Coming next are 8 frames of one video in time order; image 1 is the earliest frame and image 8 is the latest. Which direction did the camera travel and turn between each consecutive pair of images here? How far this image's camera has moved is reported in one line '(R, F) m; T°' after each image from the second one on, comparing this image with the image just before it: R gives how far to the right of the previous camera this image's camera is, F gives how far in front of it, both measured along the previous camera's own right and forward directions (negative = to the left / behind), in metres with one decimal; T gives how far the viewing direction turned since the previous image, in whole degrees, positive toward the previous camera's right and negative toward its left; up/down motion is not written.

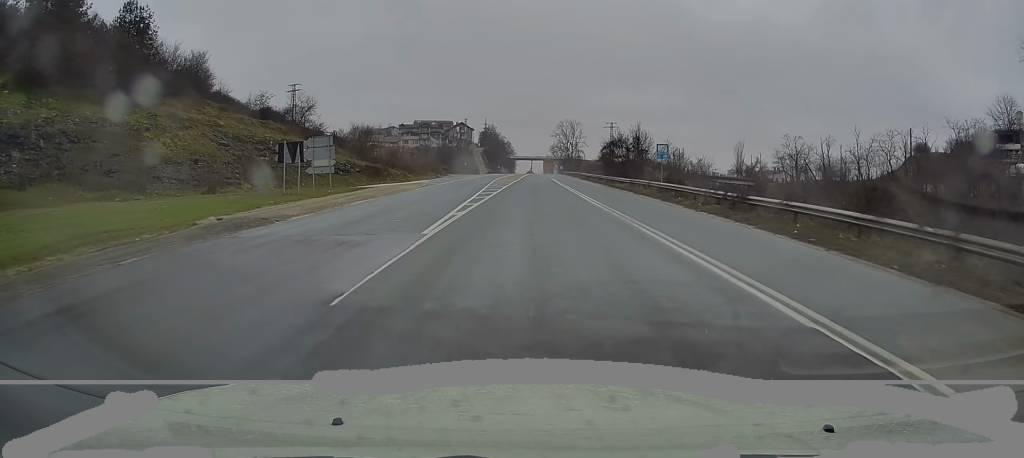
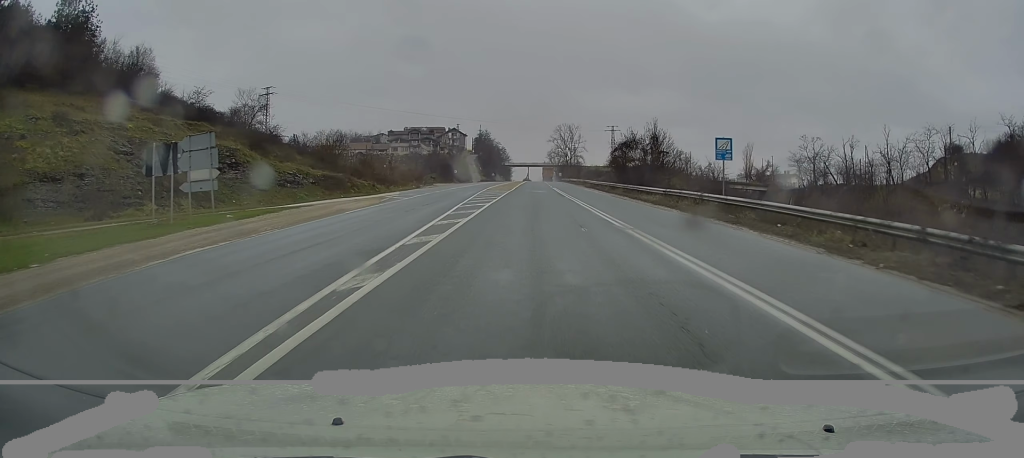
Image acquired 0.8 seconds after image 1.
(0.0, +12.7) m; 0°
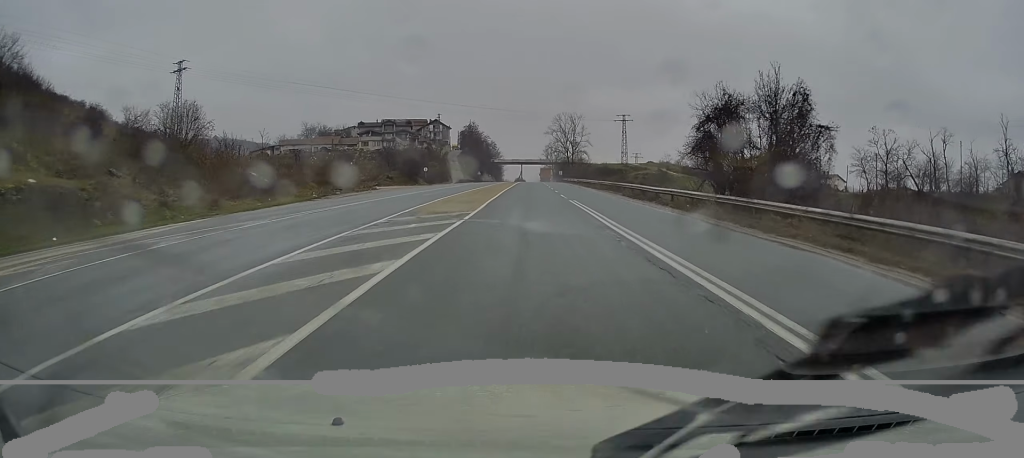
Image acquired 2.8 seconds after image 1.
(+0.1, +33.8) m; +1°
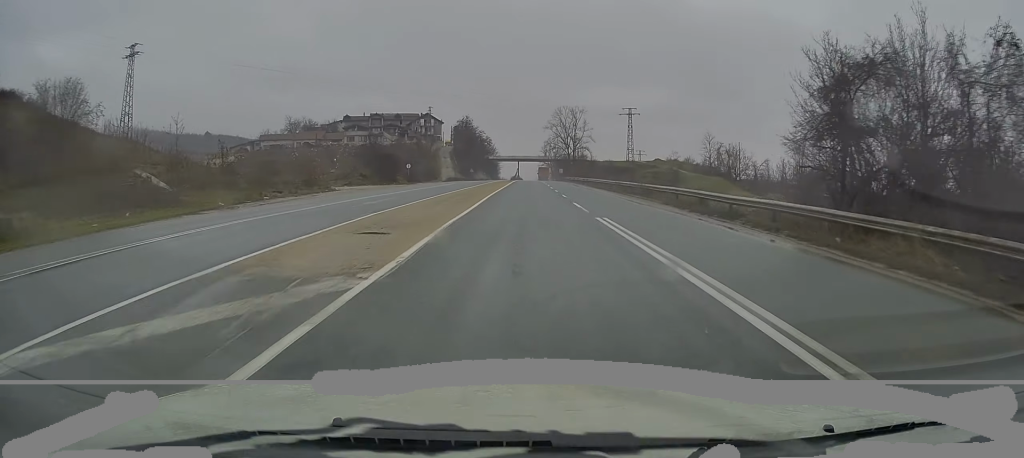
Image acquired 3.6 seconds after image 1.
(+0.1, +13.4) m; +1°
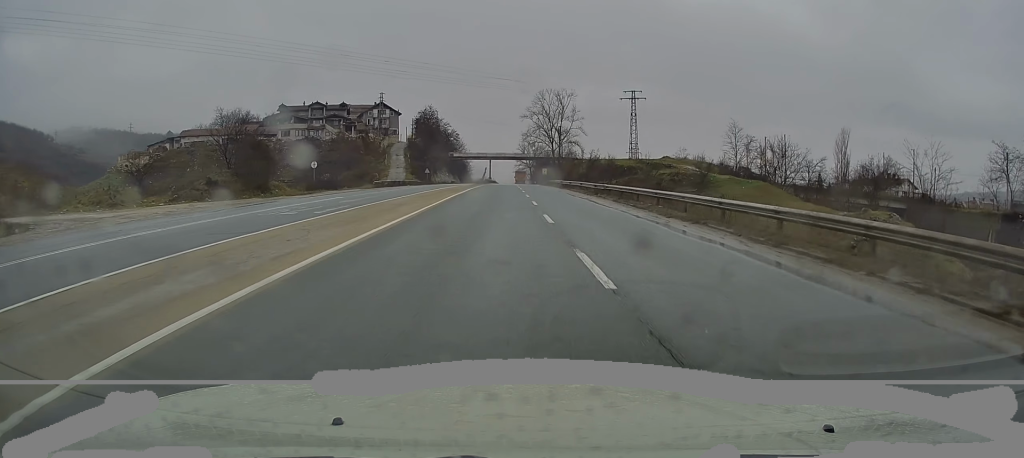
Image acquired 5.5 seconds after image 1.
(+0.5, +34.4) m; +2°
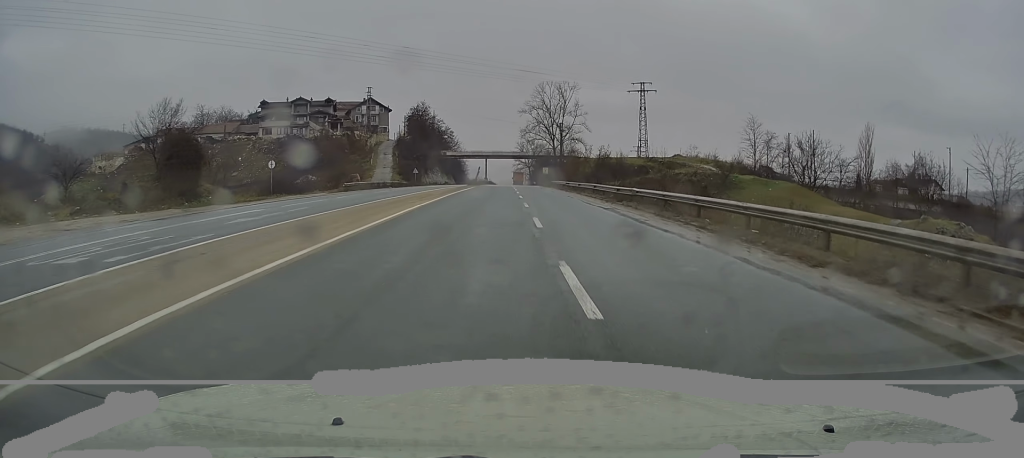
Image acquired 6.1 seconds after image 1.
(0.0, +10.6) m; 0°
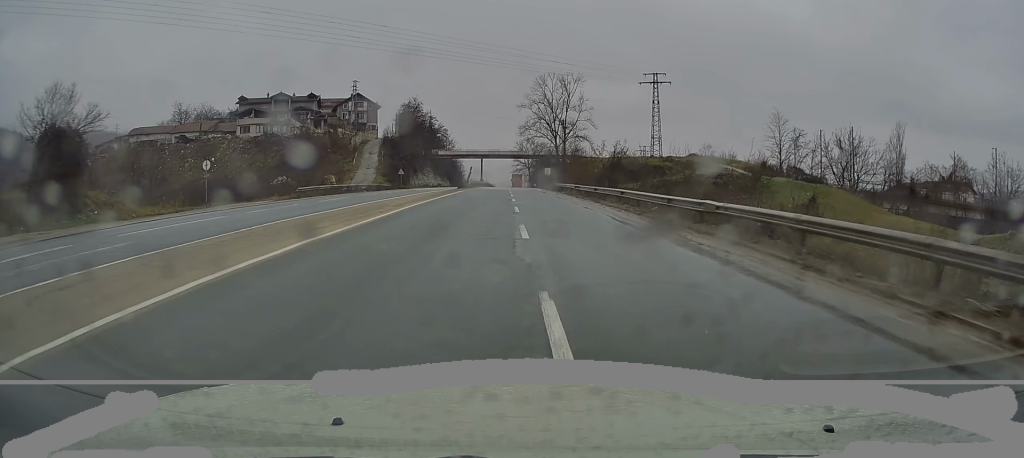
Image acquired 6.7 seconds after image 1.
(0.0, +11.2) m; 0°
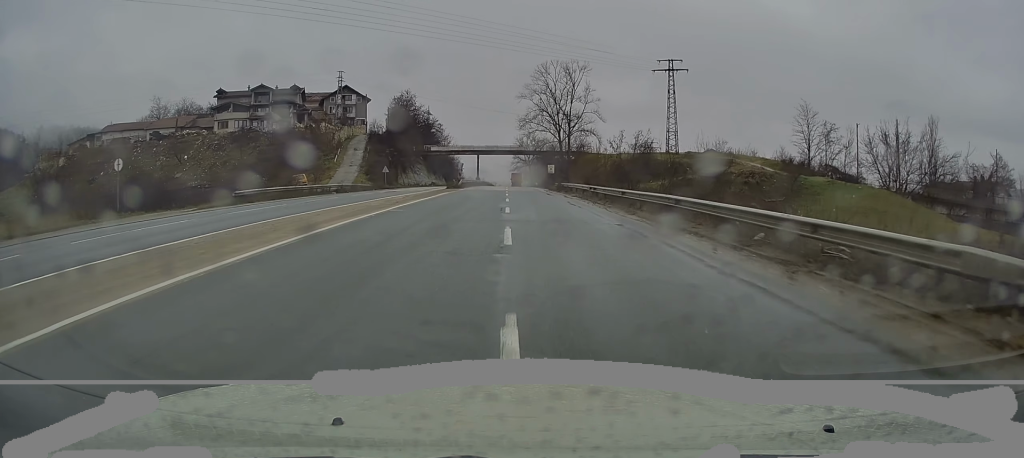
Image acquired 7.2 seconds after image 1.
(0.0, +10.1) m; 0°
